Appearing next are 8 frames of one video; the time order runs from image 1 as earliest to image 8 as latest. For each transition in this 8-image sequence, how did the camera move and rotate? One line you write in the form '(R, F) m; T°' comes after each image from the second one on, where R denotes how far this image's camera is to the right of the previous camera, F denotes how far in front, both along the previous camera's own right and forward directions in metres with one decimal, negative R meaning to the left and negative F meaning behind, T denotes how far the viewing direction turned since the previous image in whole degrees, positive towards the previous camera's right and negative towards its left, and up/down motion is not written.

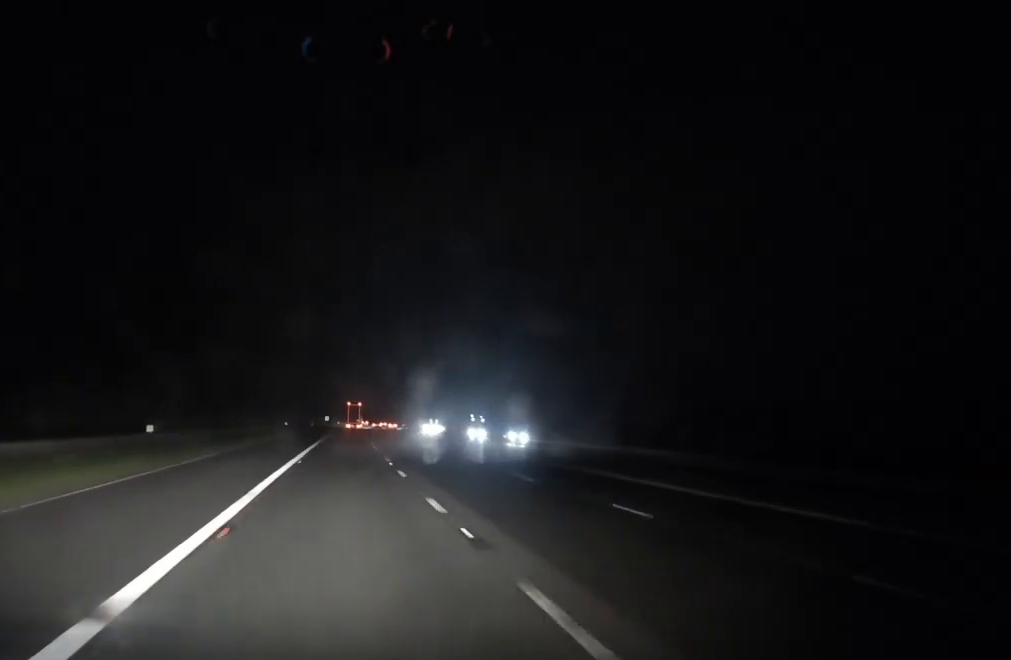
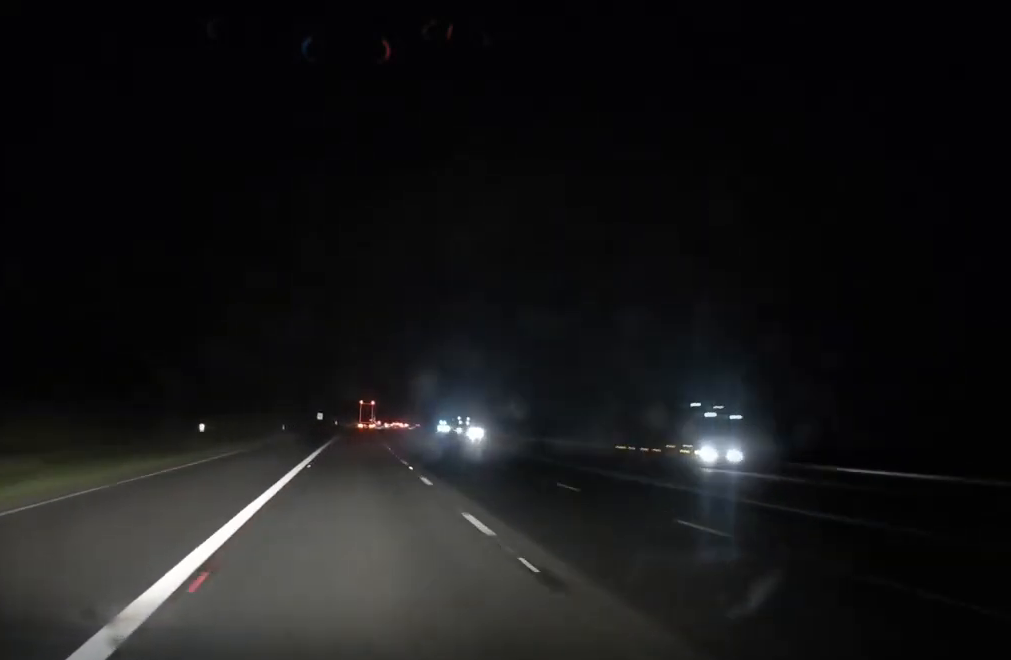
(+0.4, +56.8) m; 0°
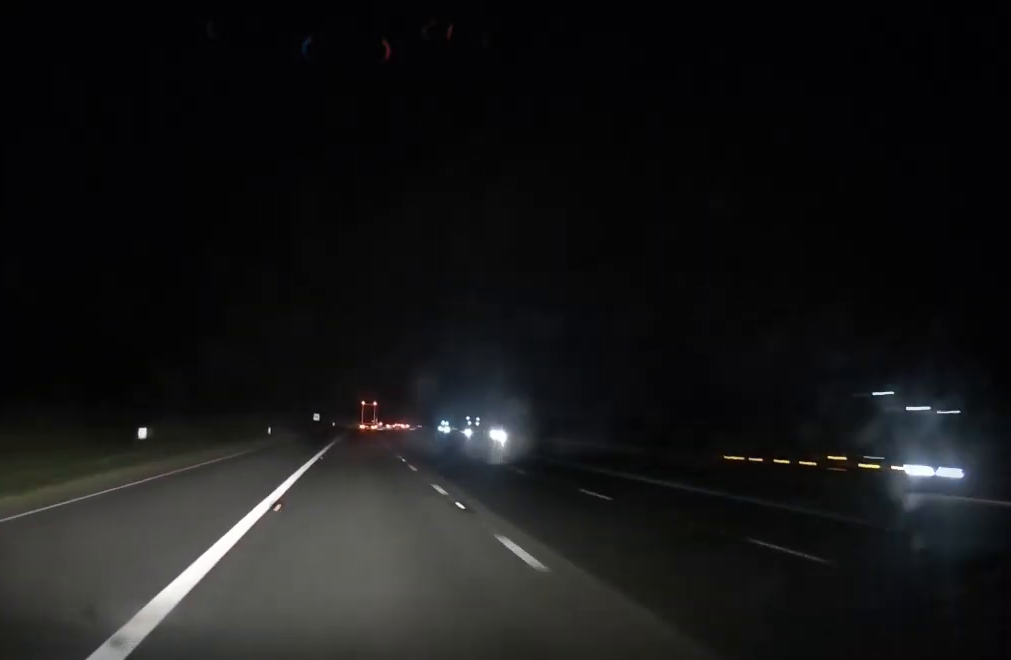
(-0.1, +11.5) m; 0°
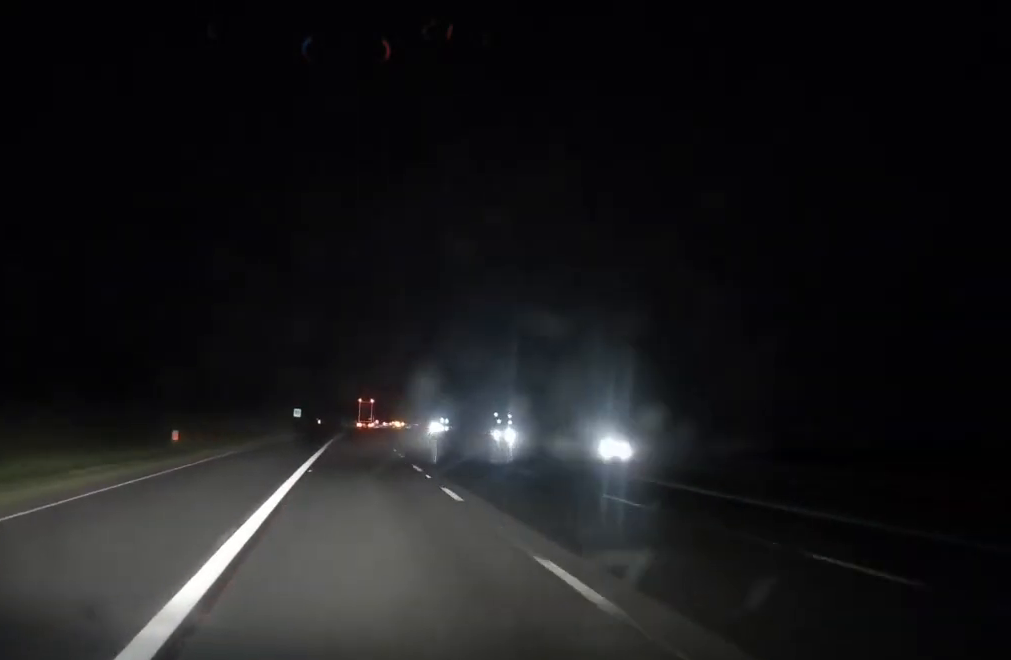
(0.0, +28.6) m; +1°
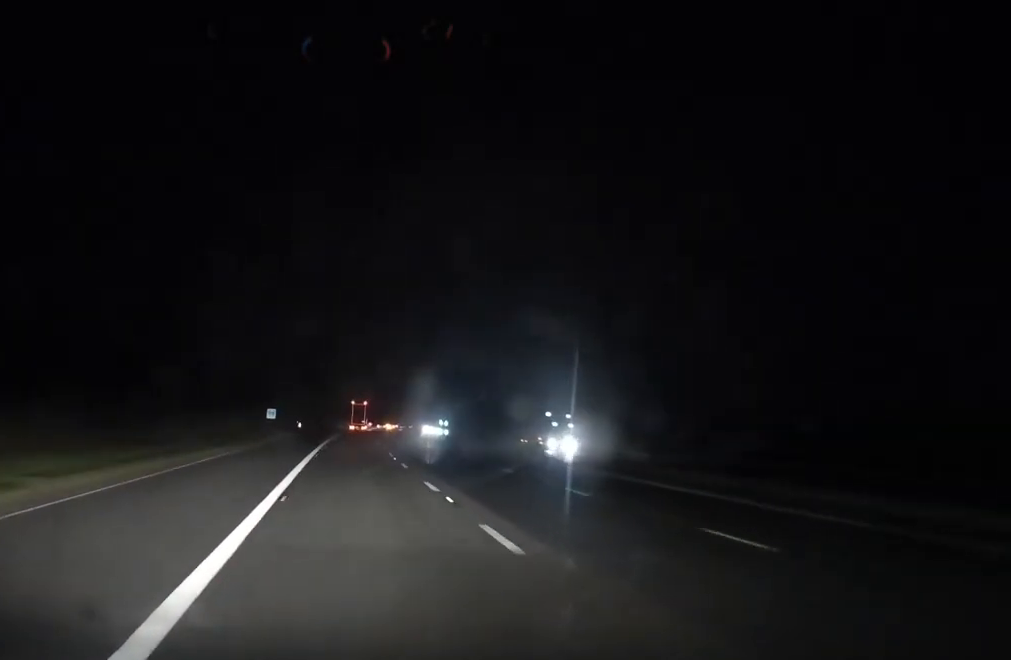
(+0.2, +23.8) m; +1°
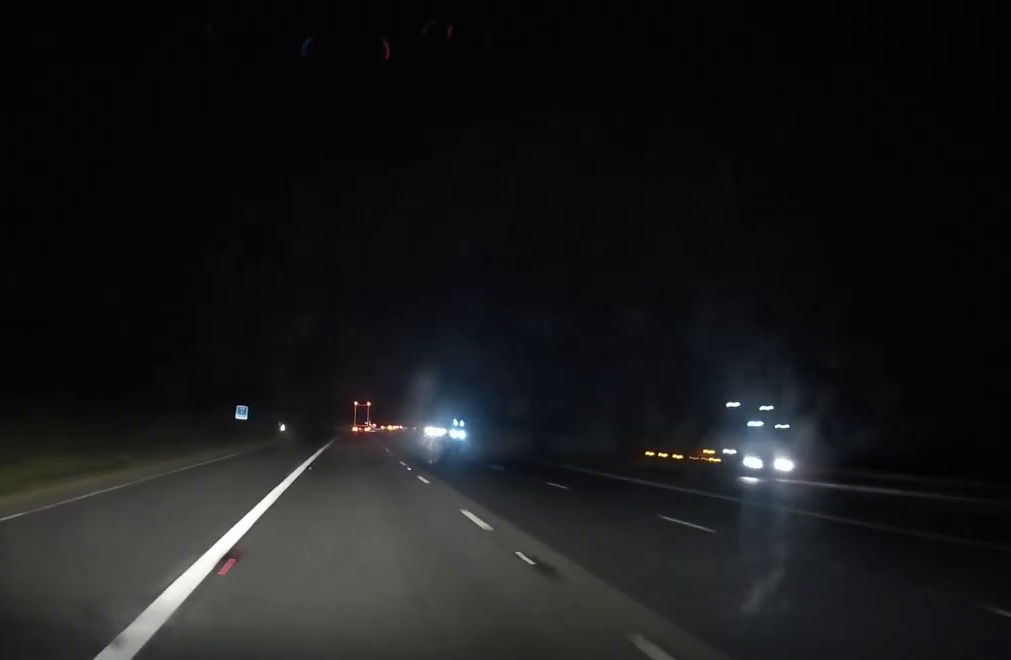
(+0.2, +24.9) m; +1°
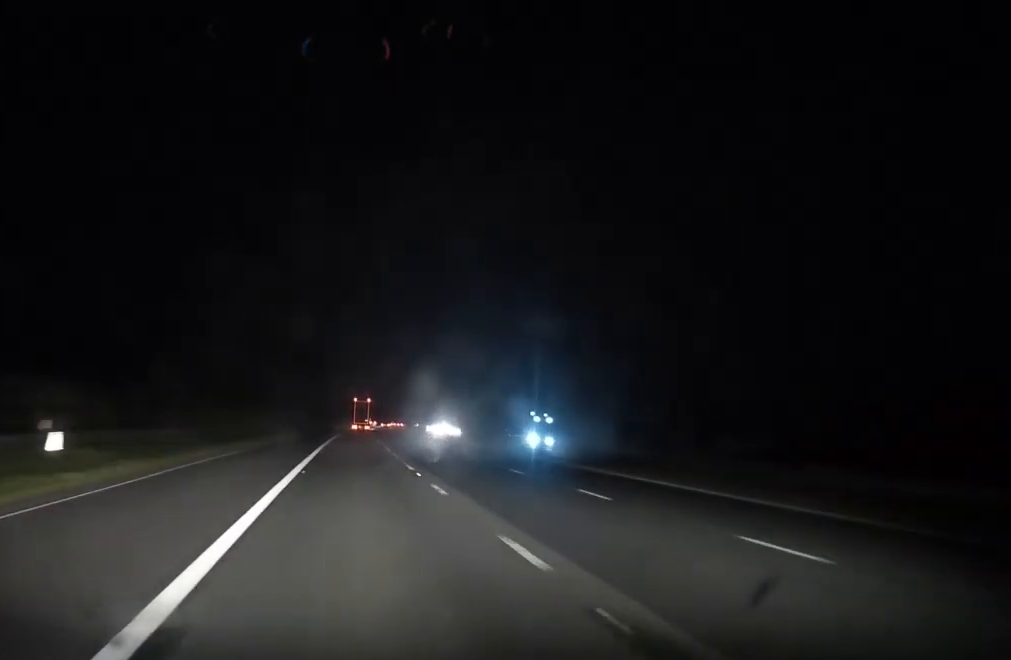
(+0.3, +57.6) m; +1°
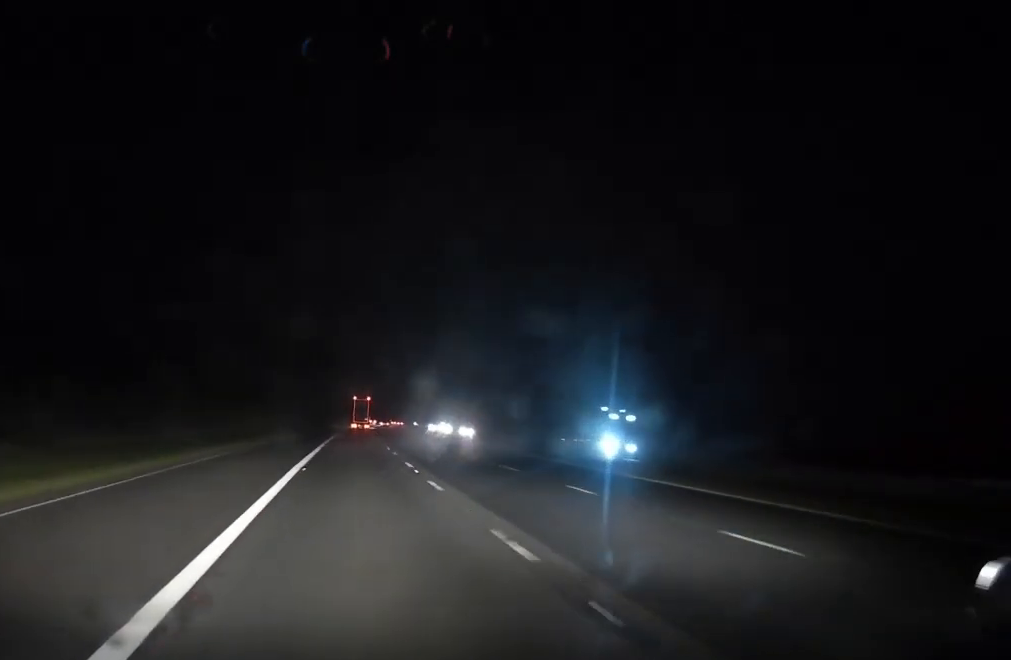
(0.0, +17.3) m; 0°
